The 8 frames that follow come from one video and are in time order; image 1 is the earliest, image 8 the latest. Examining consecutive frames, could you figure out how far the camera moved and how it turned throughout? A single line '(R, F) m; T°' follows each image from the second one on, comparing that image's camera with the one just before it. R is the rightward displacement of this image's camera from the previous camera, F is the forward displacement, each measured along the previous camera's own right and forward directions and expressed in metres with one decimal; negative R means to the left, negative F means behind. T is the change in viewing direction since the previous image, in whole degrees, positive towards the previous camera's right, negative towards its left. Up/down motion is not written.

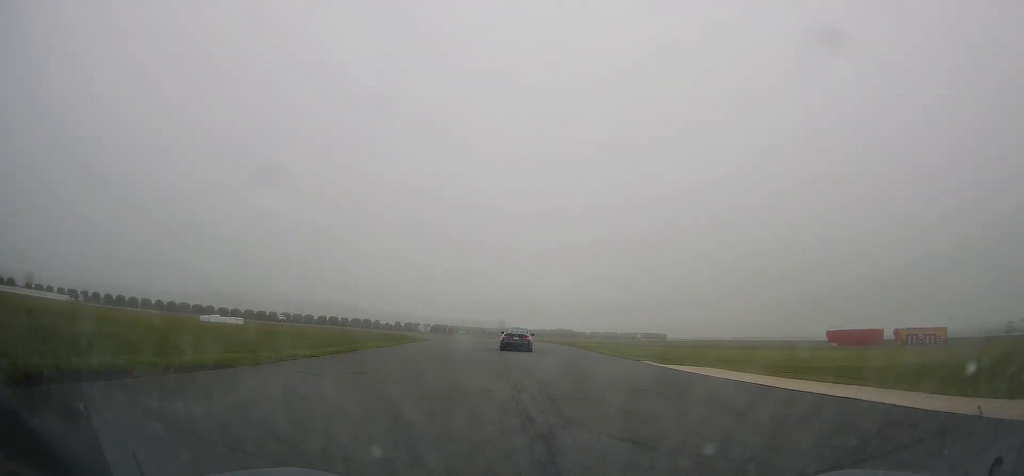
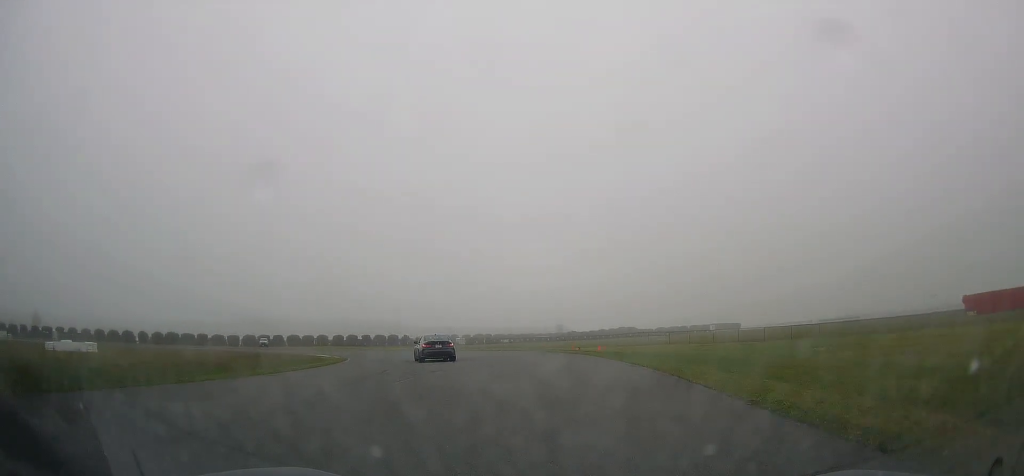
(+1.4, +37.4) m; -3°
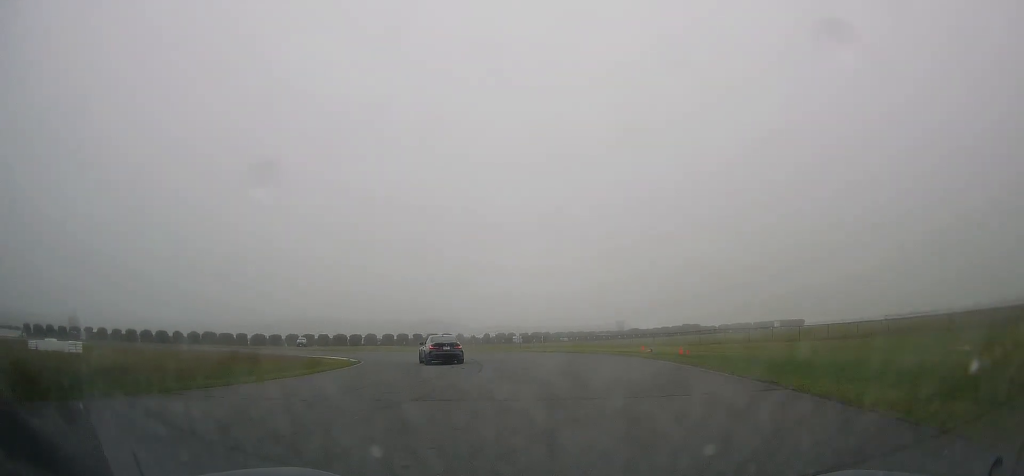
(+0.5, +8.8) m; -3°
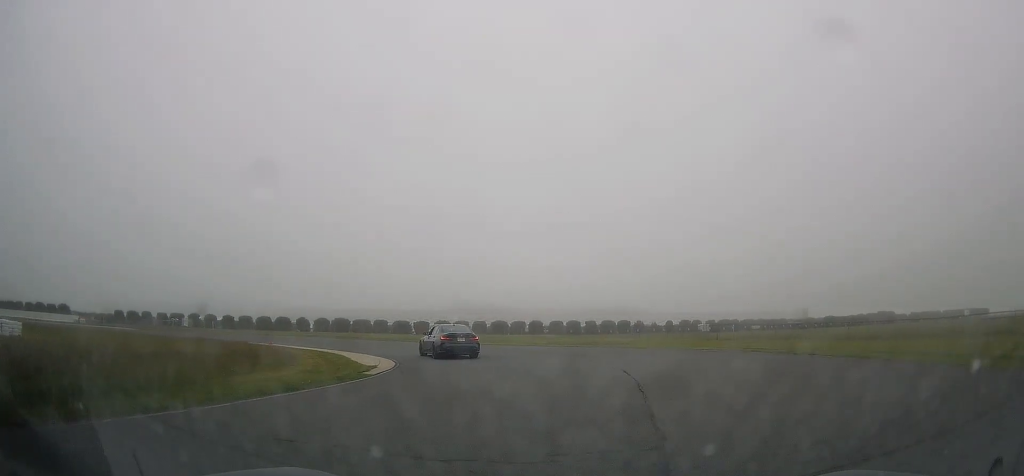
(-3.5, +23.0) m; -22°
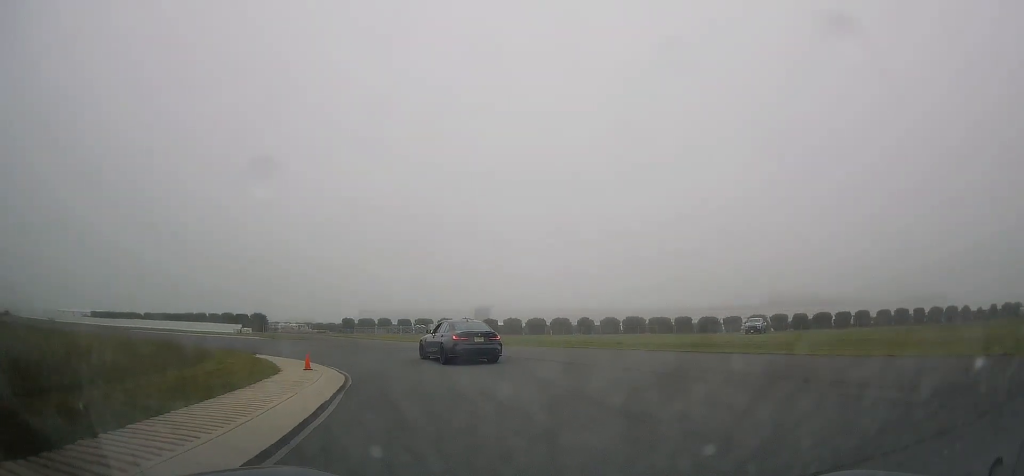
(-8.4, +25.7) m; -32°
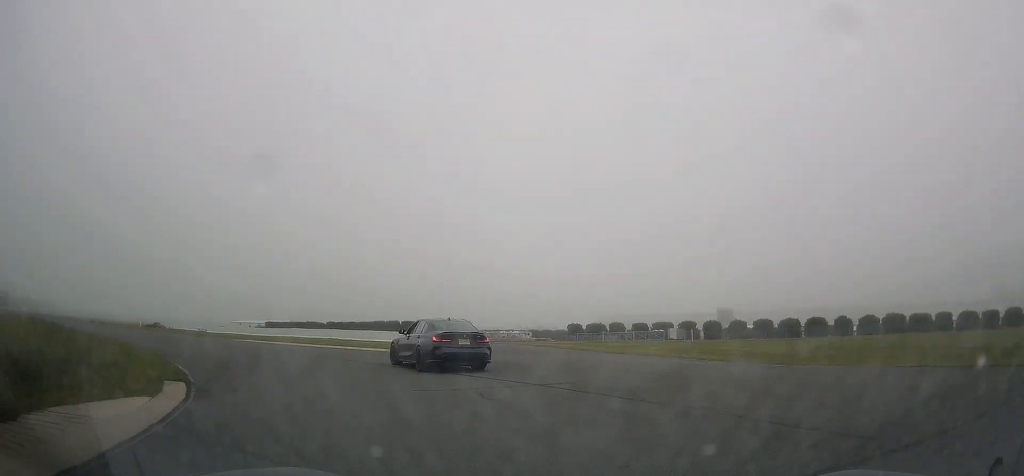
(-3.4, +17.3) m; -24°
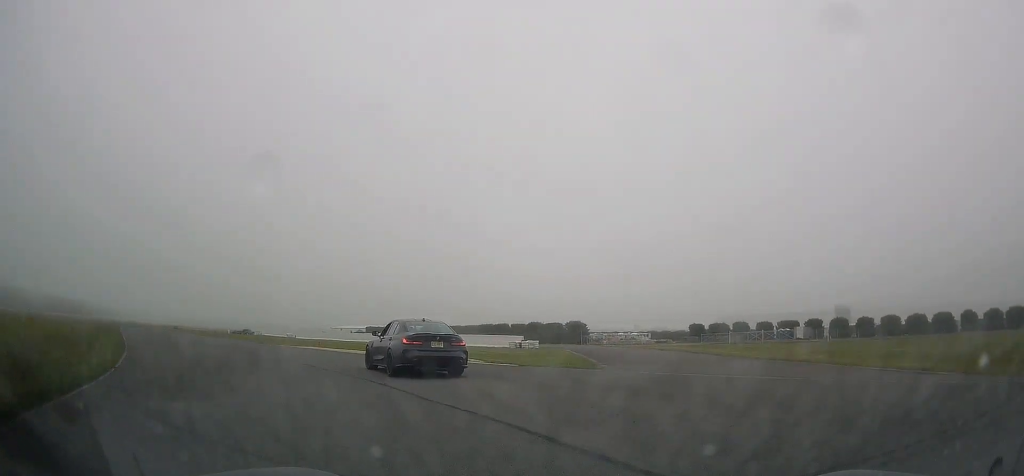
(-0.4, +8.0) m; -11°
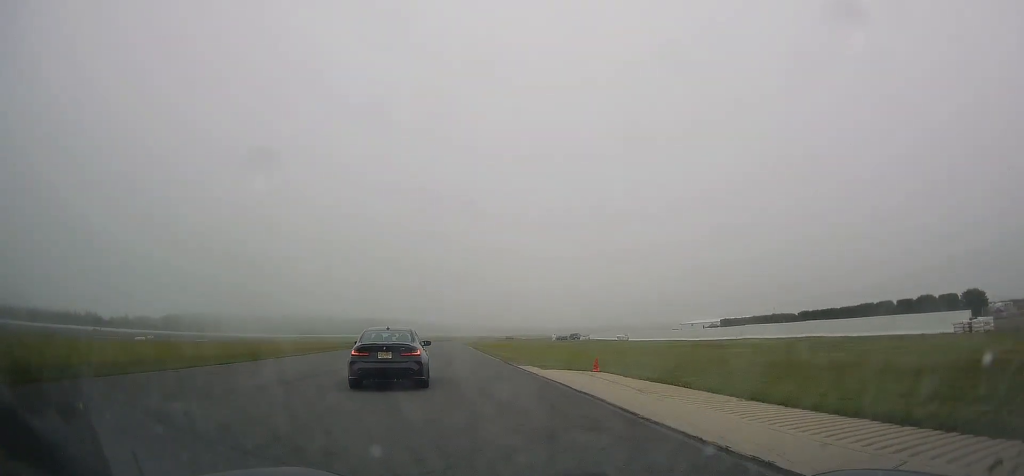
(-8.0, +24.2) m; -32°
